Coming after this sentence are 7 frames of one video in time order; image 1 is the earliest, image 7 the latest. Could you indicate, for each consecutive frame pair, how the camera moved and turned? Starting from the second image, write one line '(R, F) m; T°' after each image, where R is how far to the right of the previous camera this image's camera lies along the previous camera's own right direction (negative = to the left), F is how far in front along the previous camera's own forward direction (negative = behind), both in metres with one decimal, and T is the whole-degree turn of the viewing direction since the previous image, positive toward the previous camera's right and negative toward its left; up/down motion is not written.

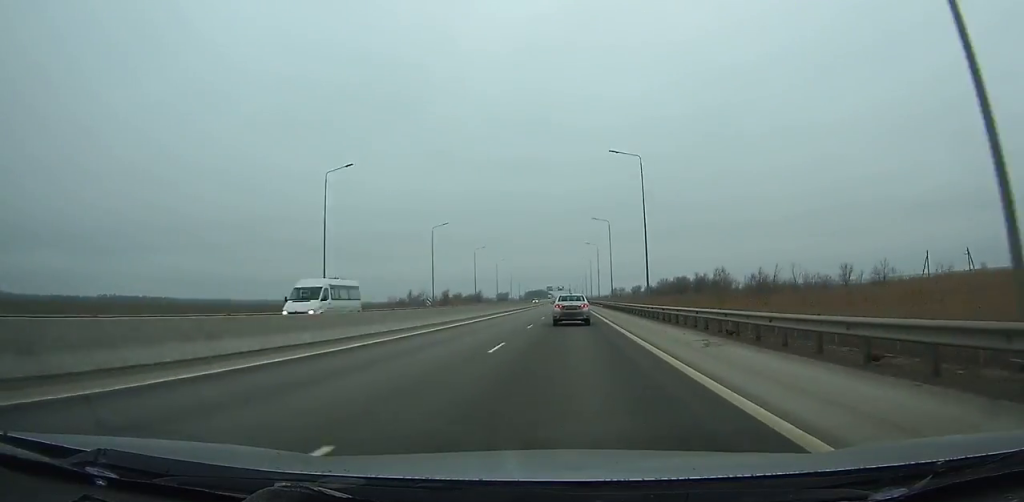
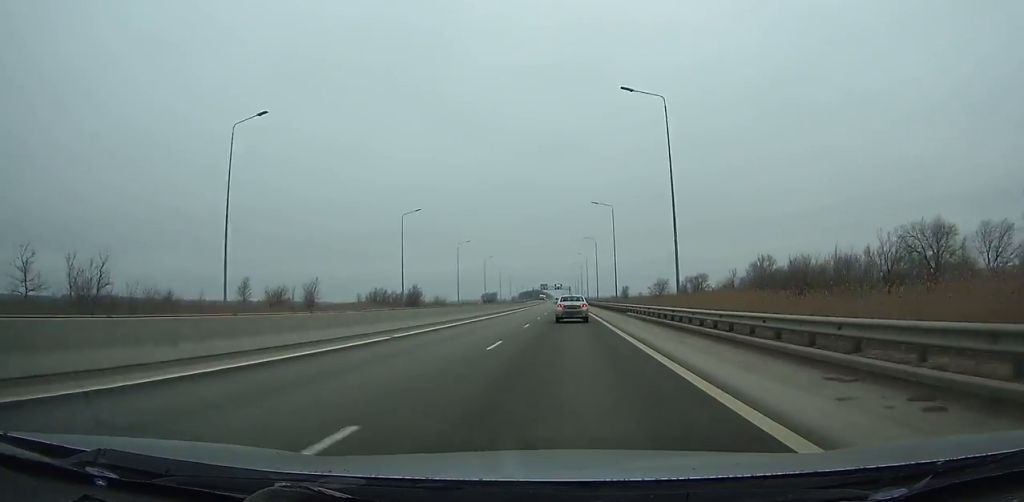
(-0.2, +132.3) m; 0°
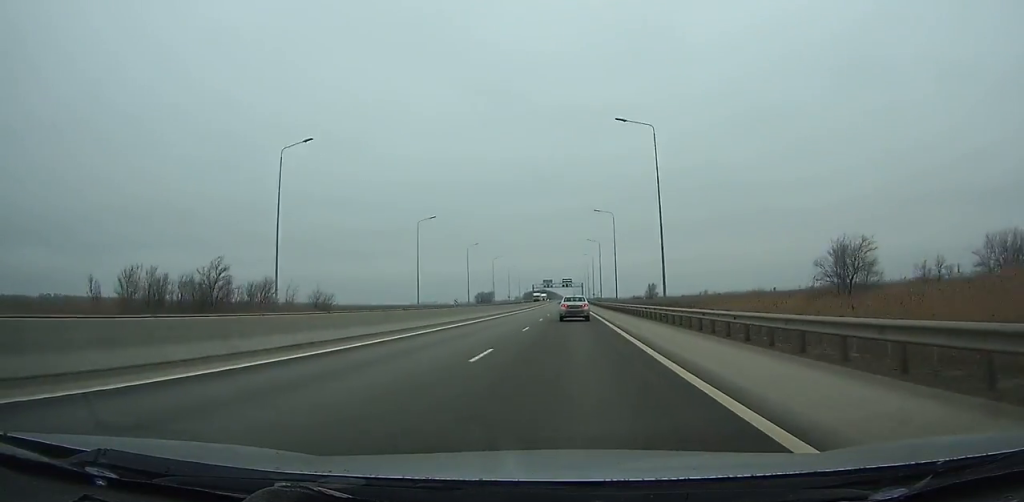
(-0.7, +111.4) m; -1°
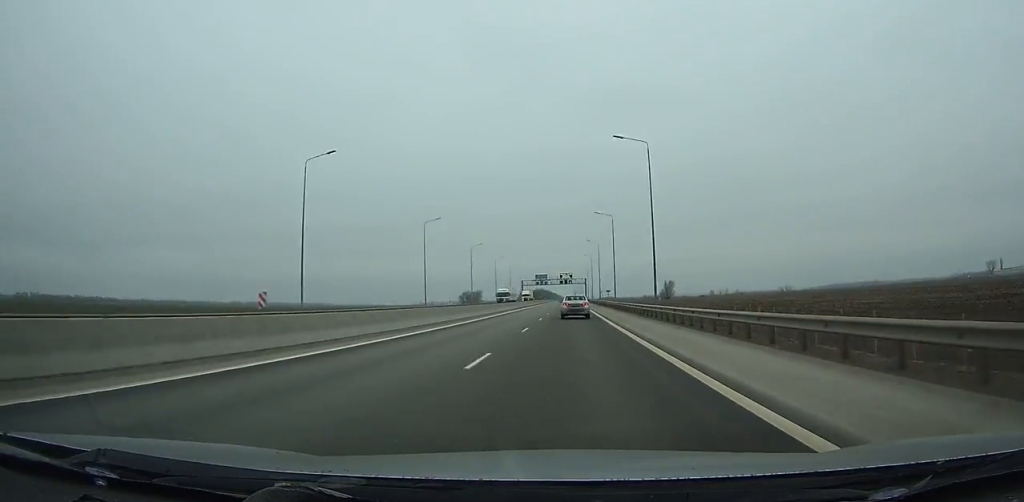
(-0.3, +73.7) m; 0°
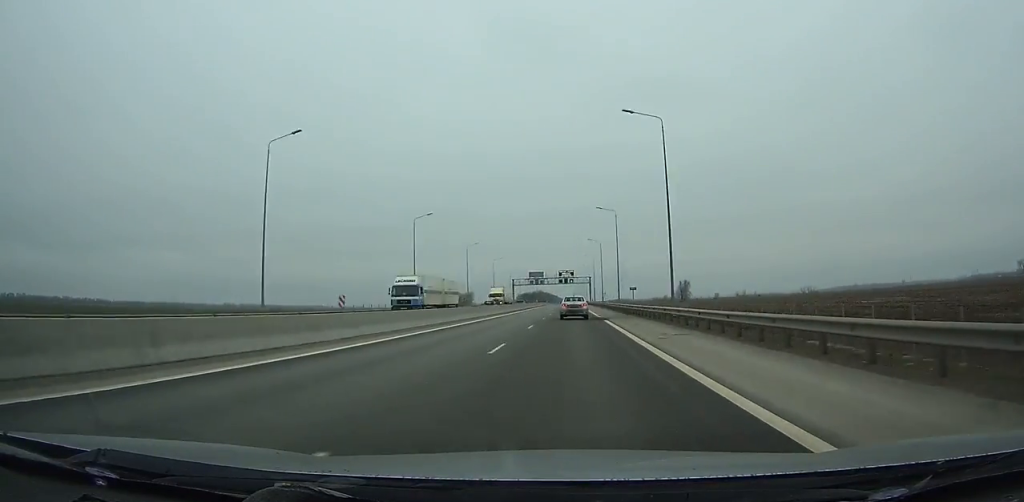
(+0.1, +45.2) m; 0°
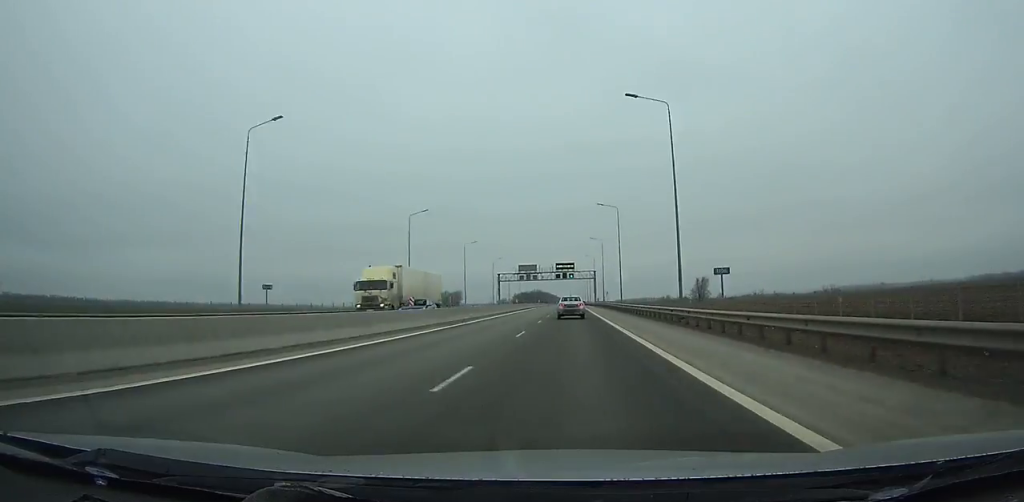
(0.0, +42.0) m; 0°
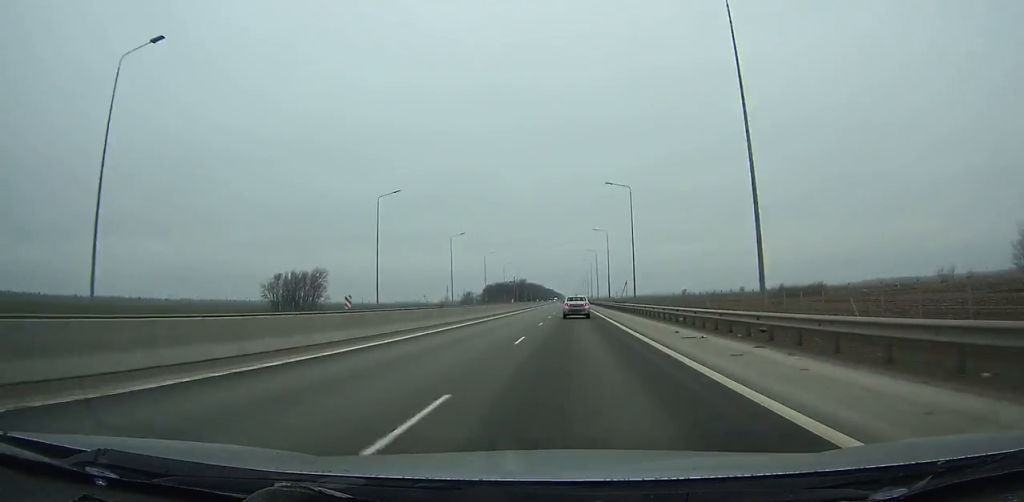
(-0.7, +208.6) m; 0°
